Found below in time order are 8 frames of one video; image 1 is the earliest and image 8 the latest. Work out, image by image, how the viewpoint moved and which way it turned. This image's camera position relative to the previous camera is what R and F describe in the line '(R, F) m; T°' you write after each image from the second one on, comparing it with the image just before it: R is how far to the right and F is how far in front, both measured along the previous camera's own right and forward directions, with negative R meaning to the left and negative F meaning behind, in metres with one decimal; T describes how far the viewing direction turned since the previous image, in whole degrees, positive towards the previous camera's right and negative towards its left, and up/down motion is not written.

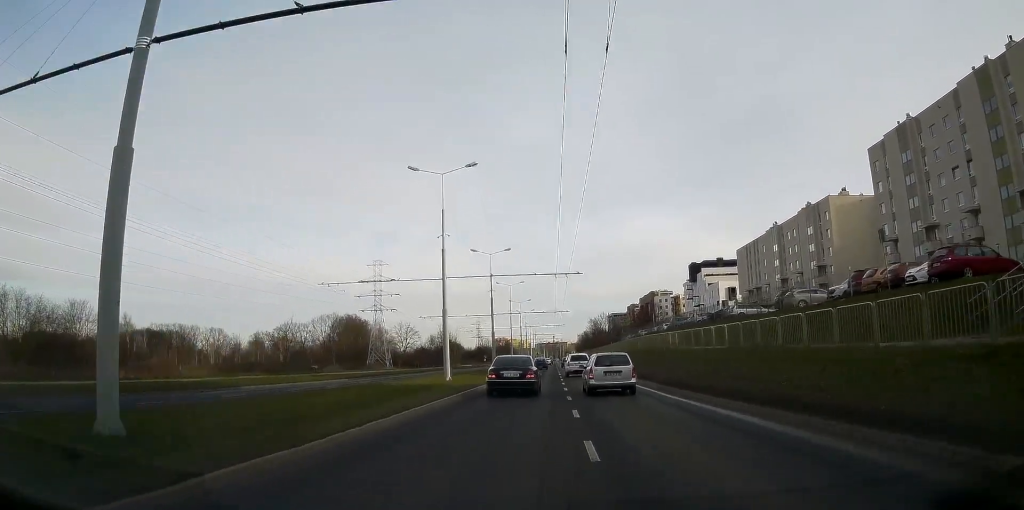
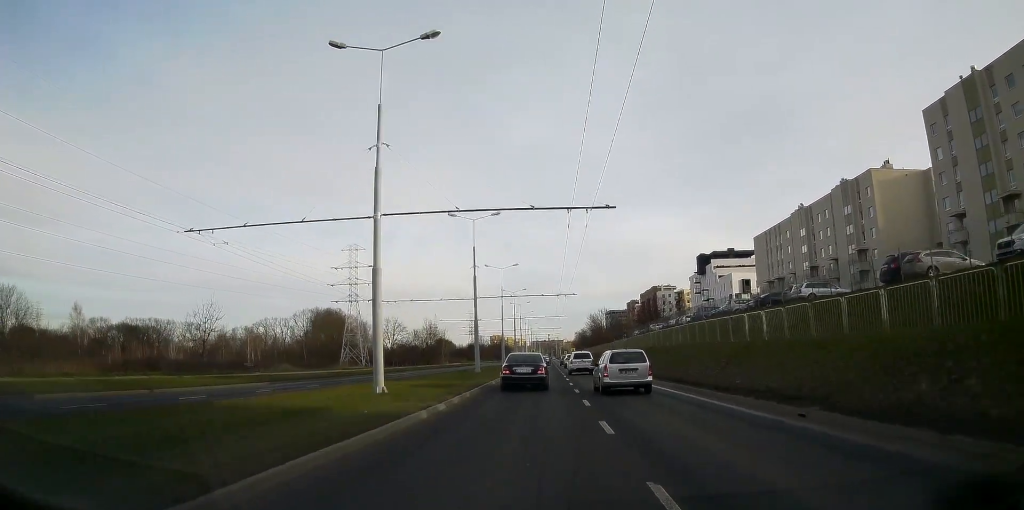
(-0.1, +15.2) m; 0°
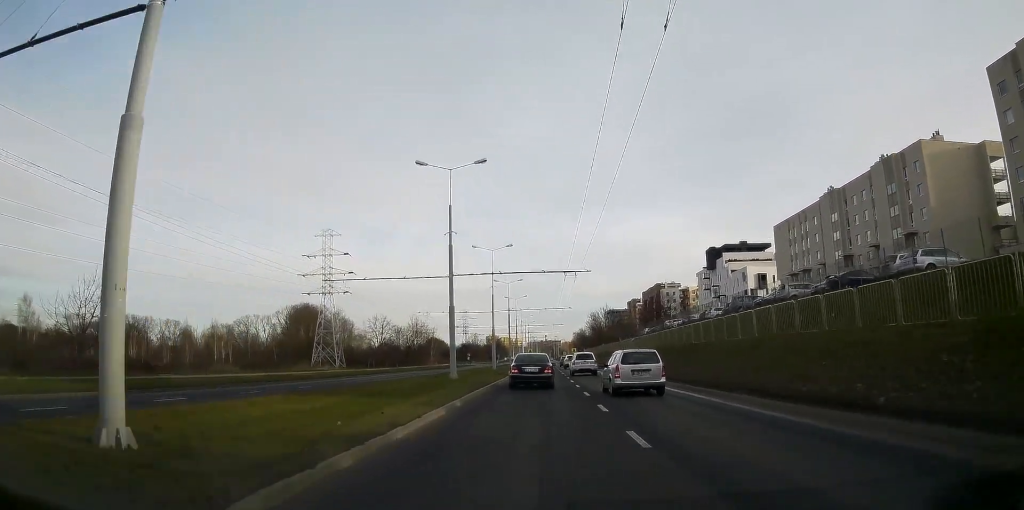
(-0.4, +13.5) m; +1°
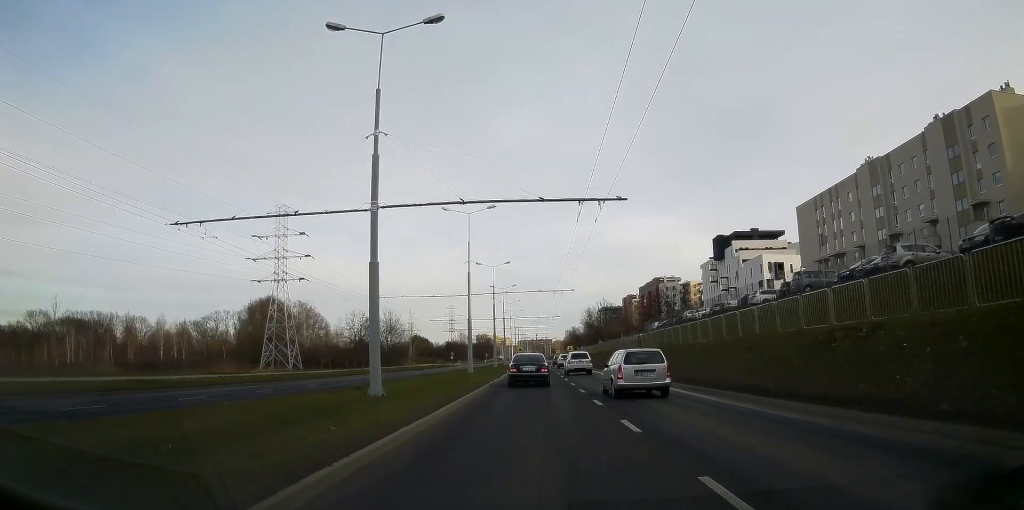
(+0.8, +16.1) m; +1°
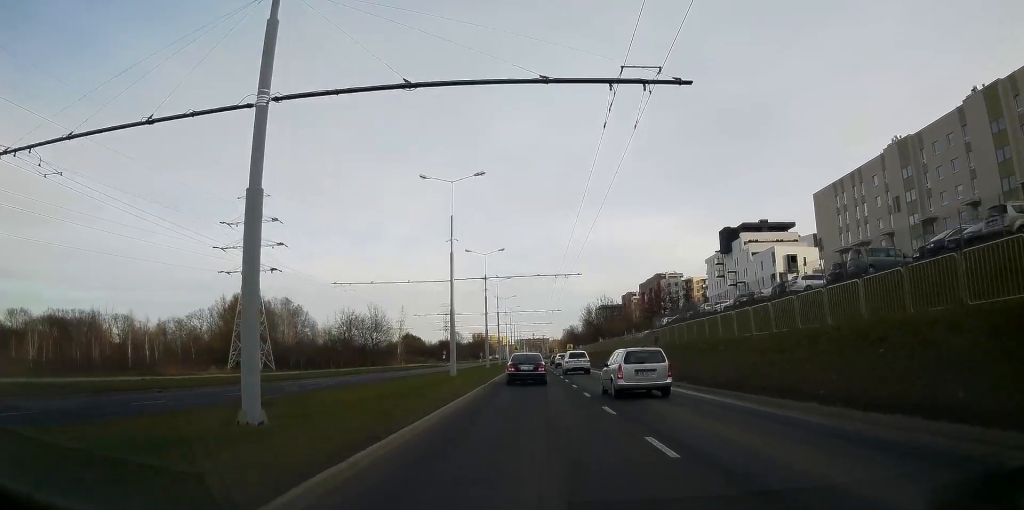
(-0.1, +8.6) m; 0°
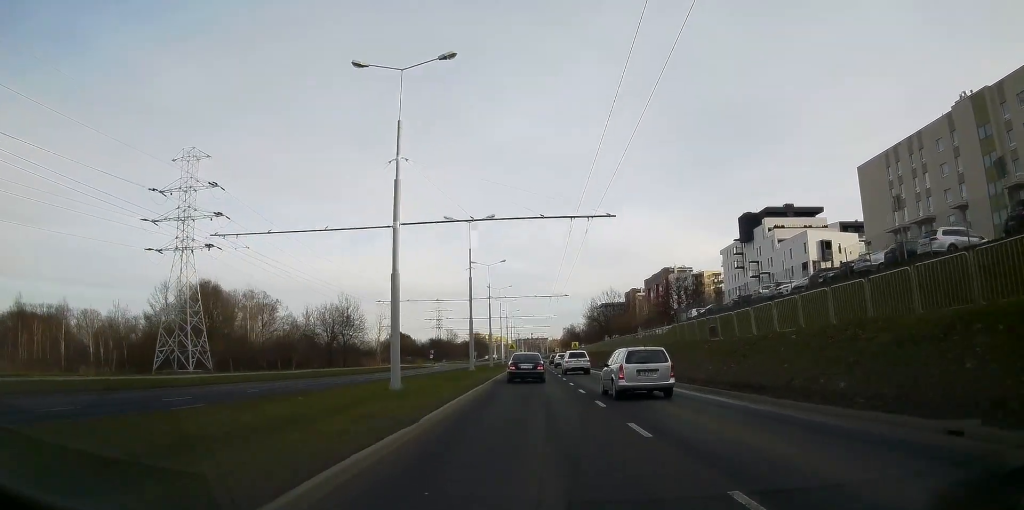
(-0.2, +16.0) m; 0°
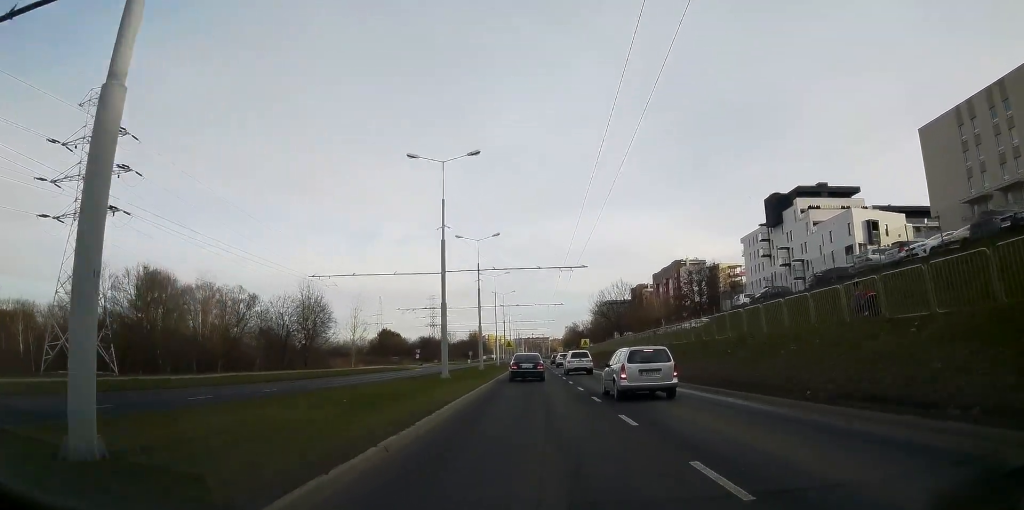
(+0.1, +16.4) m; +1°
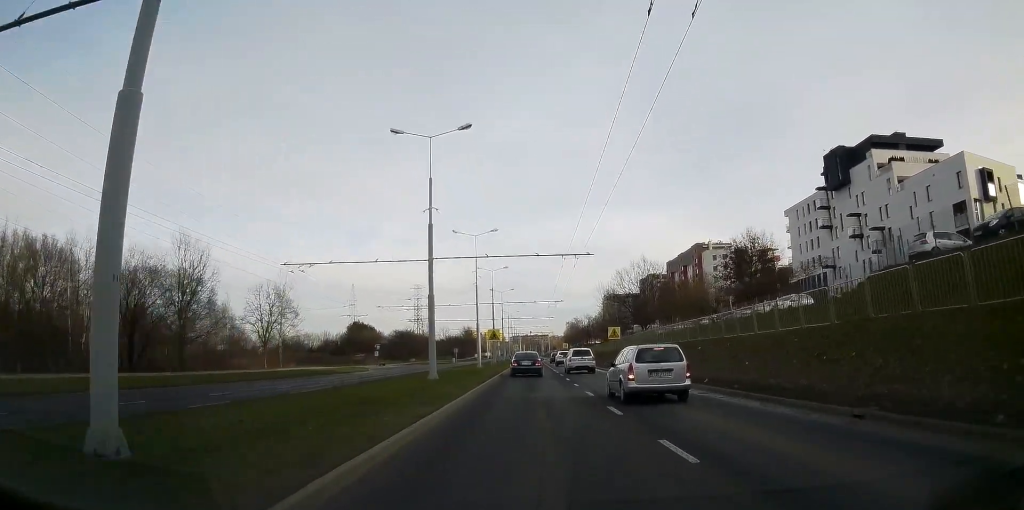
(+0.2, +28.4) m; 0°
